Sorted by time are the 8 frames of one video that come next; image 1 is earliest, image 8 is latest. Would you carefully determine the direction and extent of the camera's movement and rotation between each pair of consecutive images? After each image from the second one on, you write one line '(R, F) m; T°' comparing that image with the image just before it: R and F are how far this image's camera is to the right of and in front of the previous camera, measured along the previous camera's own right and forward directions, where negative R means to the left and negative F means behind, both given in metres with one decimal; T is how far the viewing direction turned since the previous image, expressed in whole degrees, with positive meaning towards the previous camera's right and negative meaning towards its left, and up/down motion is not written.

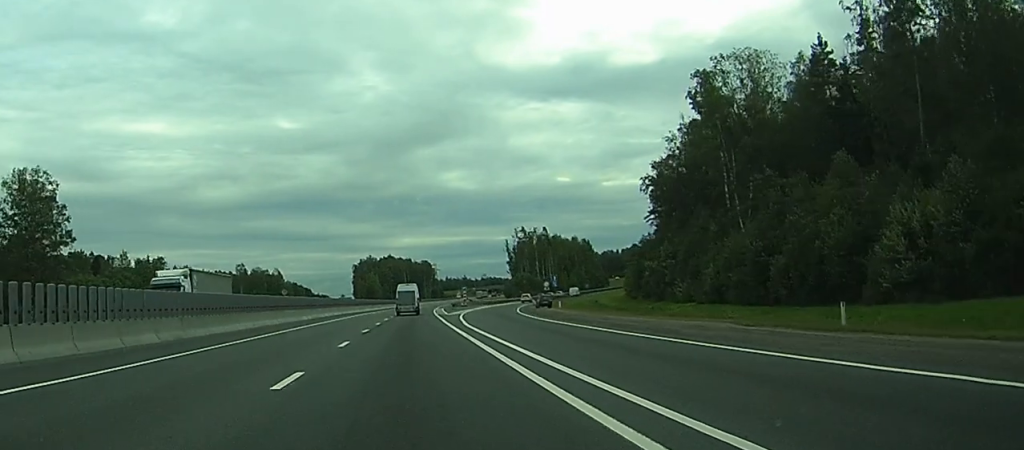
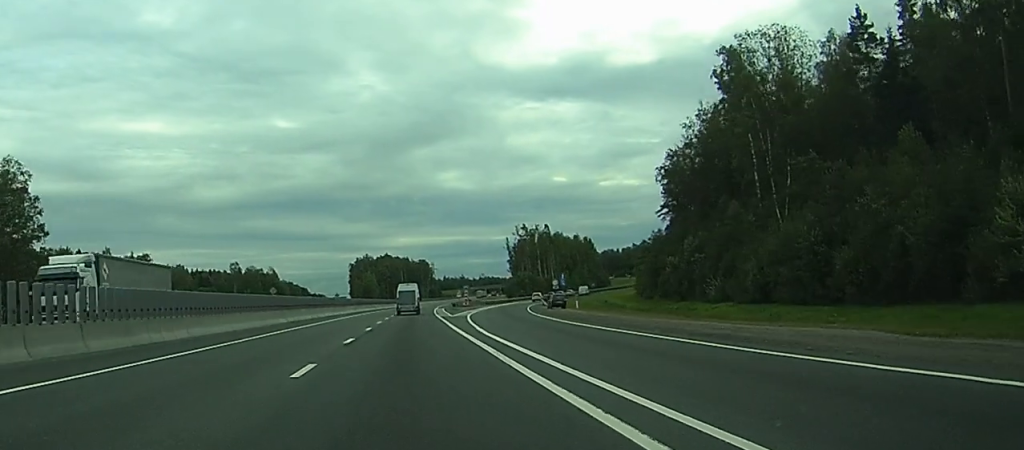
(0.0, +9.8) m; 0°
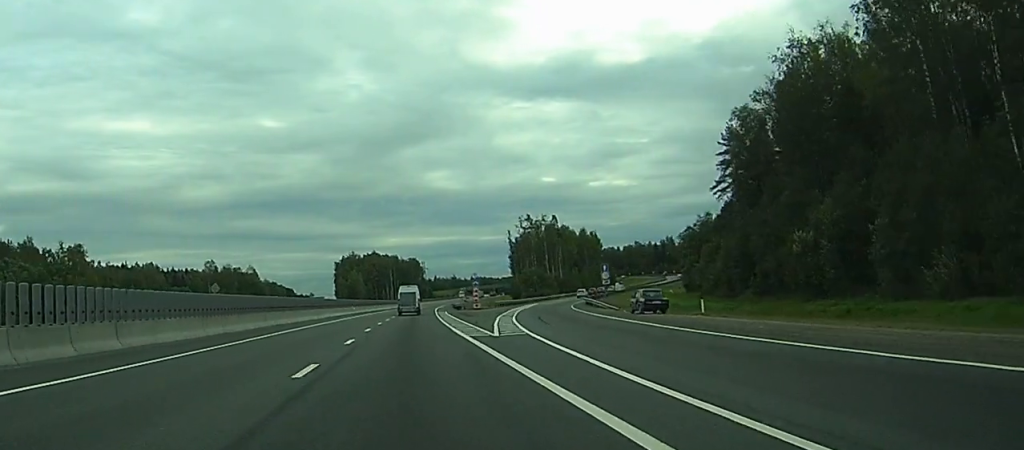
(+0.2, +35.1) m; +1°
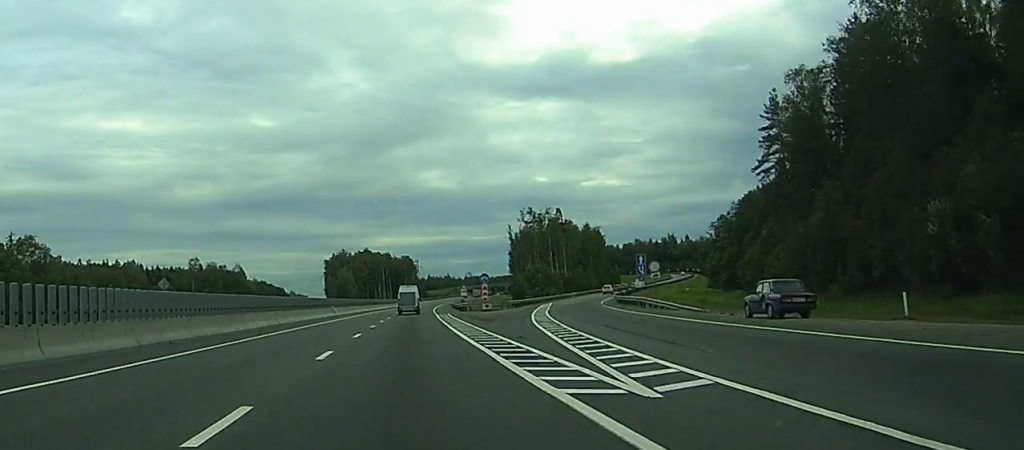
(+0.1, +18.9) m; +1°
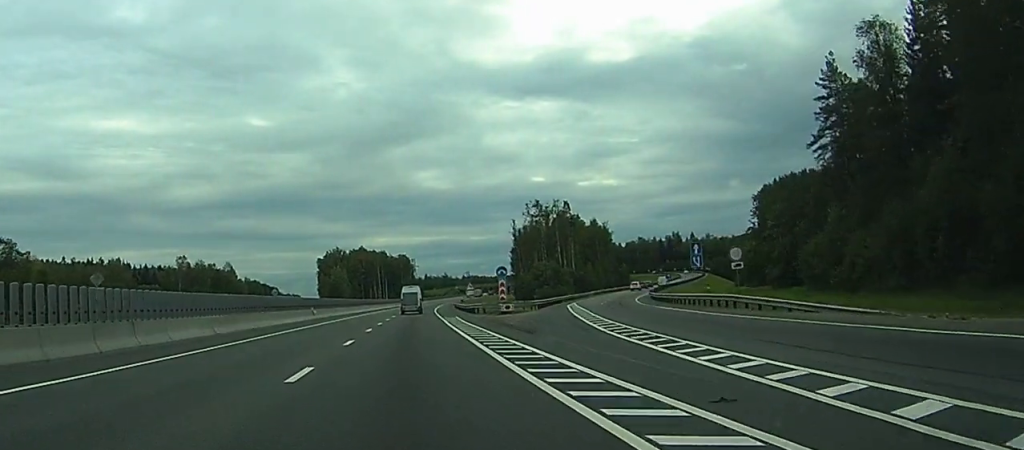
(+0.1, +17.3) m; 0°
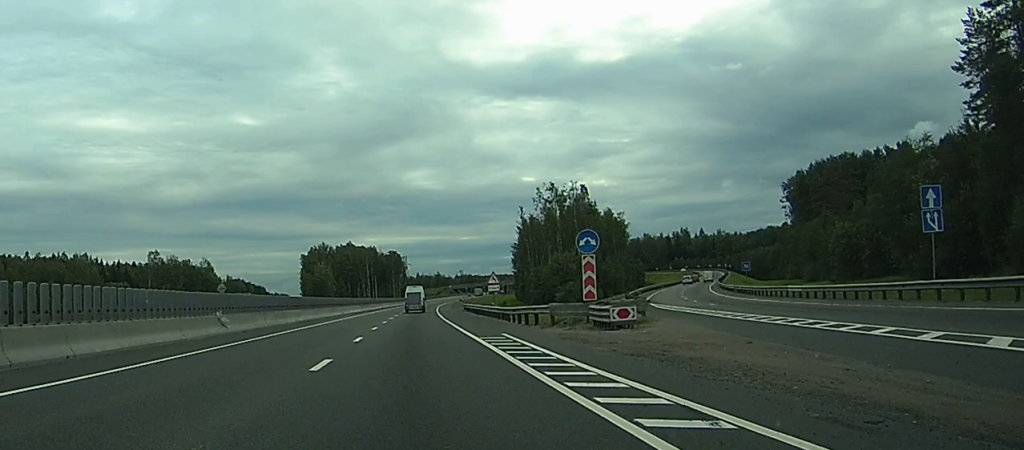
(+0.1, +33.2) m; 0°
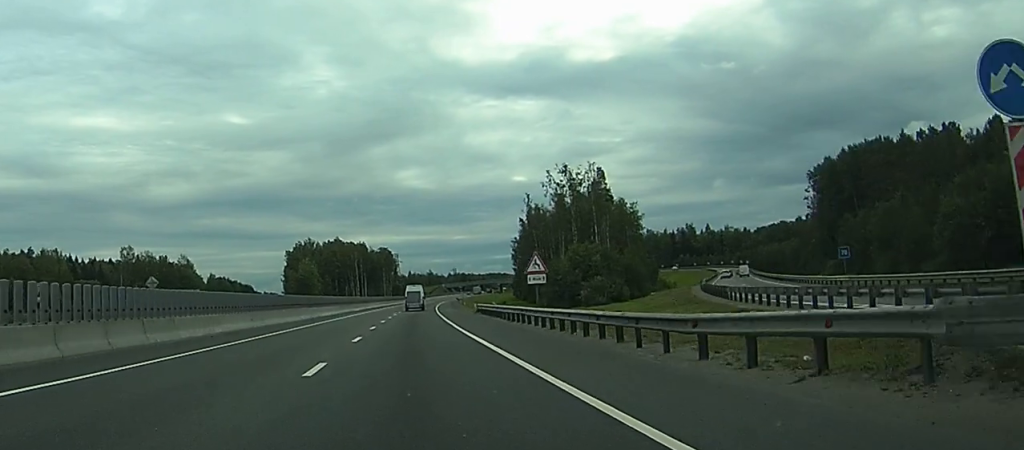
(+0.1, +25.1) m; 0°
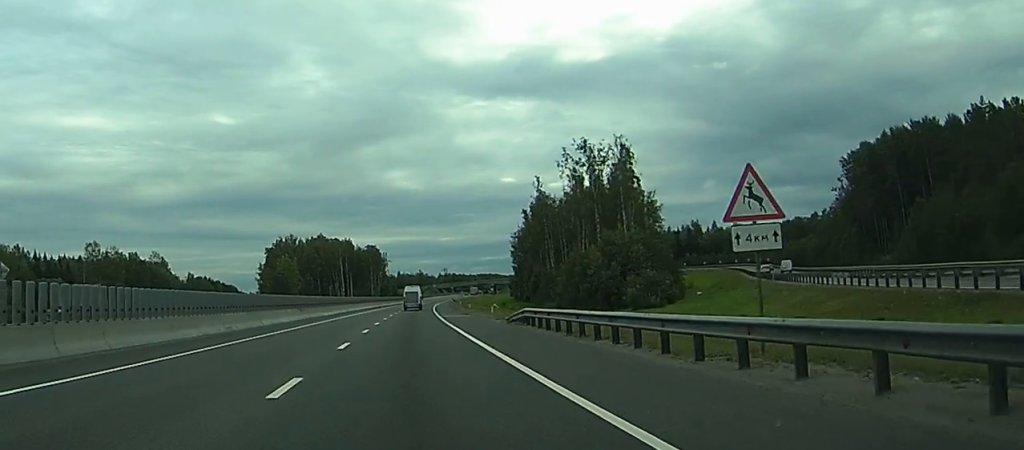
(+0.1, +27.8) m; +1°
